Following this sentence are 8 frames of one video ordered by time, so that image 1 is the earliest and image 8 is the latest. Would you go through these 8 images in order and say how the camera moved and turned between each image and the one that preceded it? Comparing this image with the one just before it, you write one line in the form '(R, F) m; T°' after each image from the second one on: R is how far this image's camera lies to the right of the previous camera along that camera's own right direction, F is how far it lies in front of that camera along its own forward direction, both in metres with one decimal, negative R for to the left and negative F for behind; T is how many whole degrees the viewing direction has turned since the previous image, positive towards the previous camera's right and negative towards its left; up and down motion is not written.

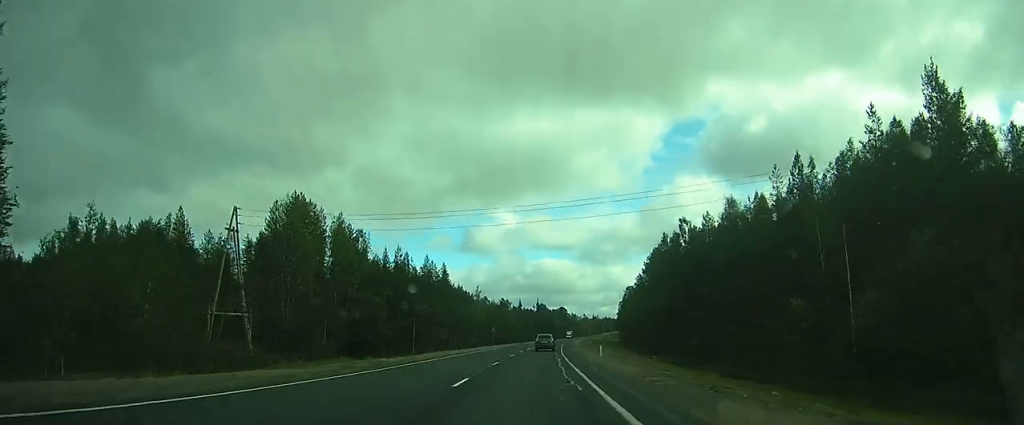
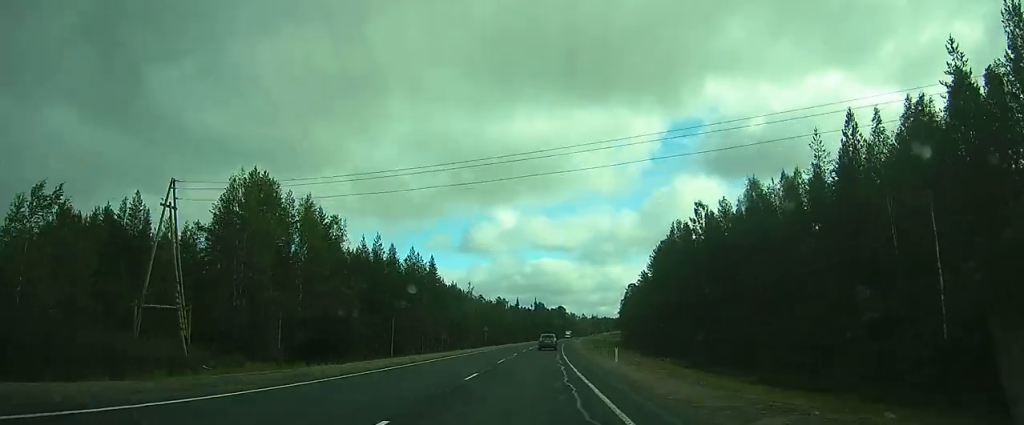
(0.0, +9.0) m; 0°
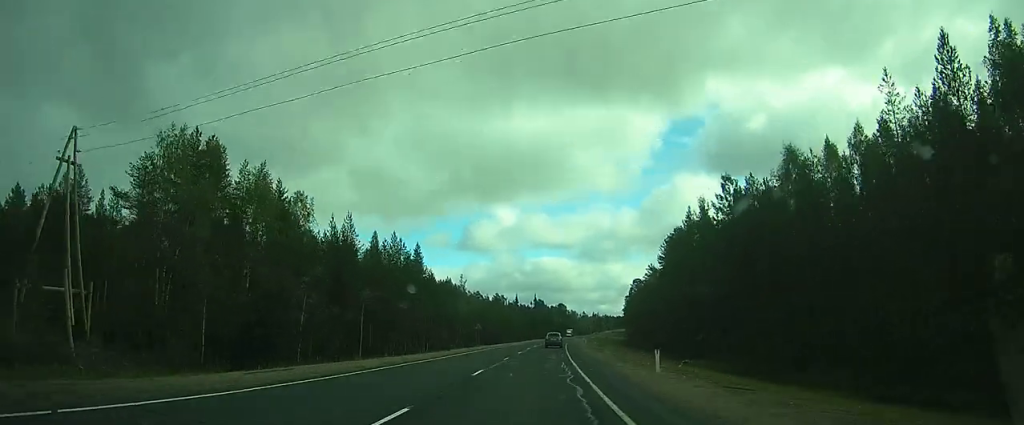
(+0.1, +10.5) m; +1°
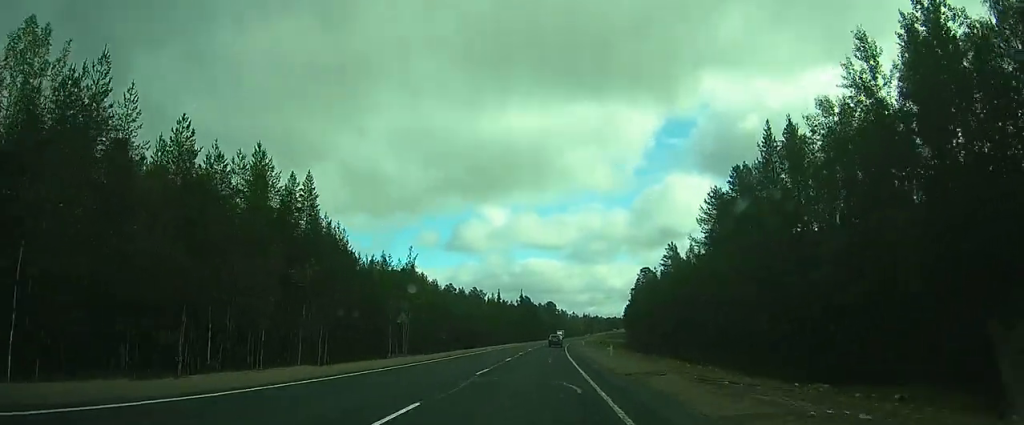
(+0.2, +34.4) m; 0°
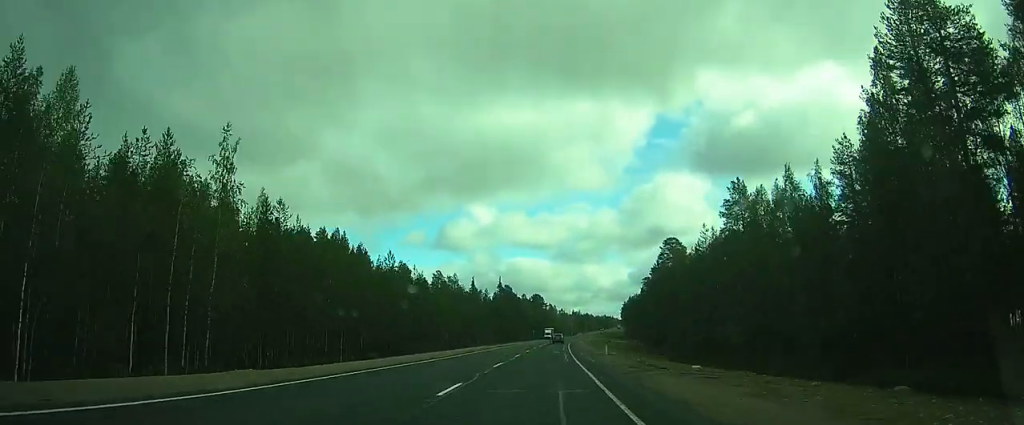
(+0.2, +43.1) m; +1°
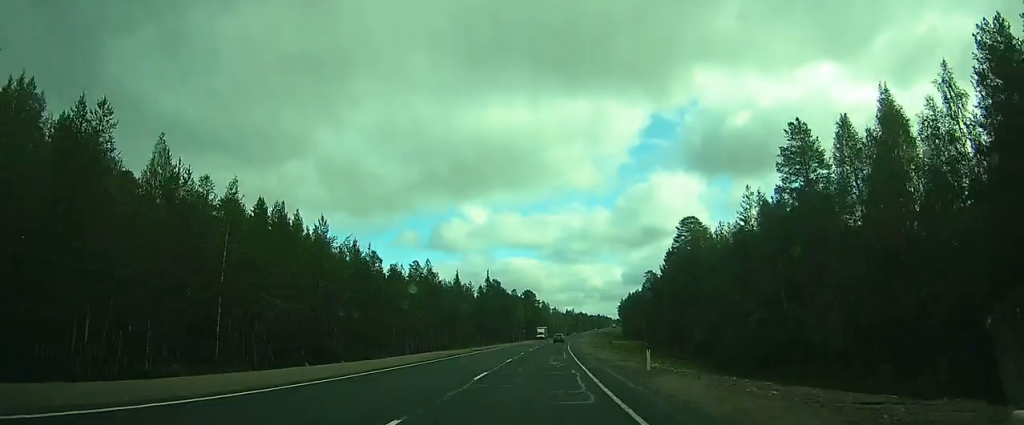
(0.0, +18.3) m; +1°
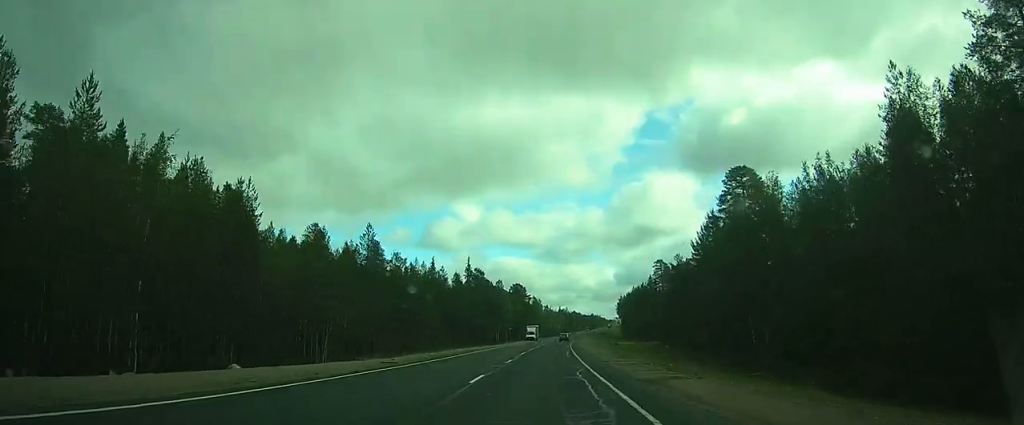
(+0.7, +26.2) m; +2°
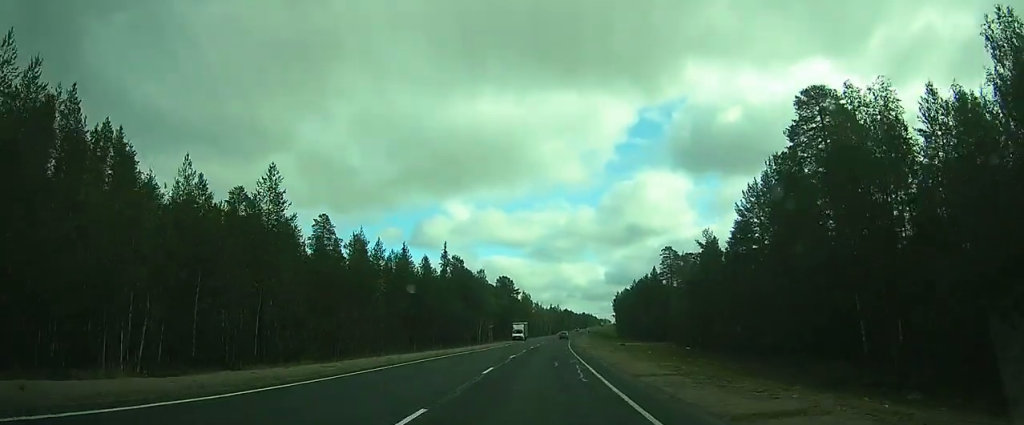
(0.0, +21.0) m; 0°
